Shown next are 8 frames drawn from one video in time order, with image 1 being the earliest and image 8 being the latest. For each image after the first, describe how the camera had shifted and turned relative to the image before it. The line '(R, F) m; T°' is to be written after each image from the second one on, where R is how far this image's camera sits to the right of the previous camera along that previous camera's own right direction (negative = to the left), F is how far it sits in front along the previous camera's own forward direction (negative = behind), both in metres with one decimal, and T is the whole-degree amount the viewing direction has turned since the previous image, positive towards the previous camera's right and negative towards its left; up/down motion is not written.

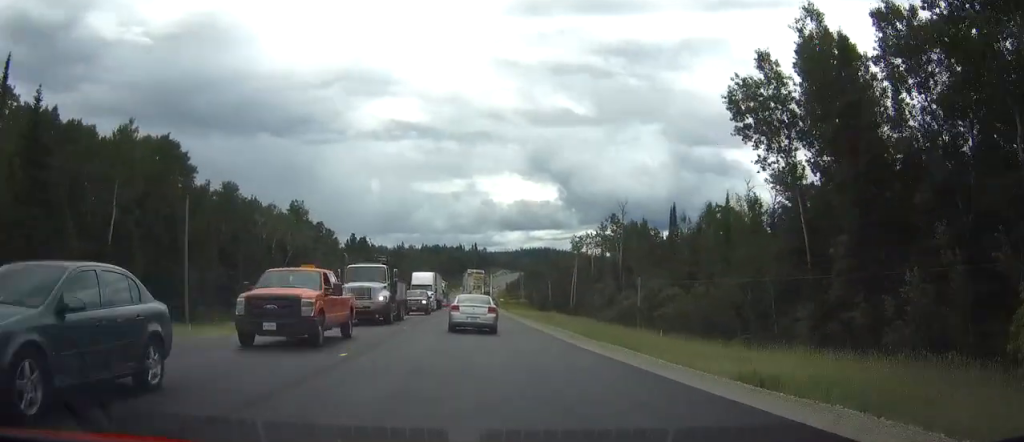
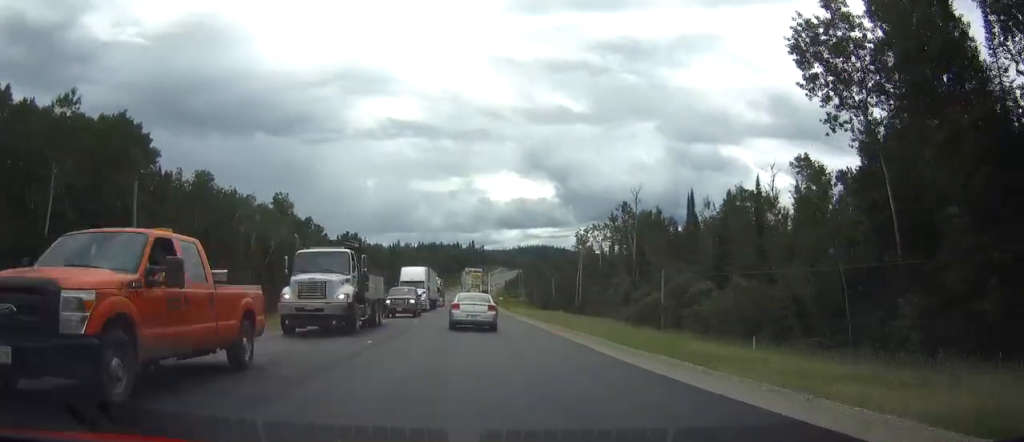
(0.0, +9.7) m; 0°
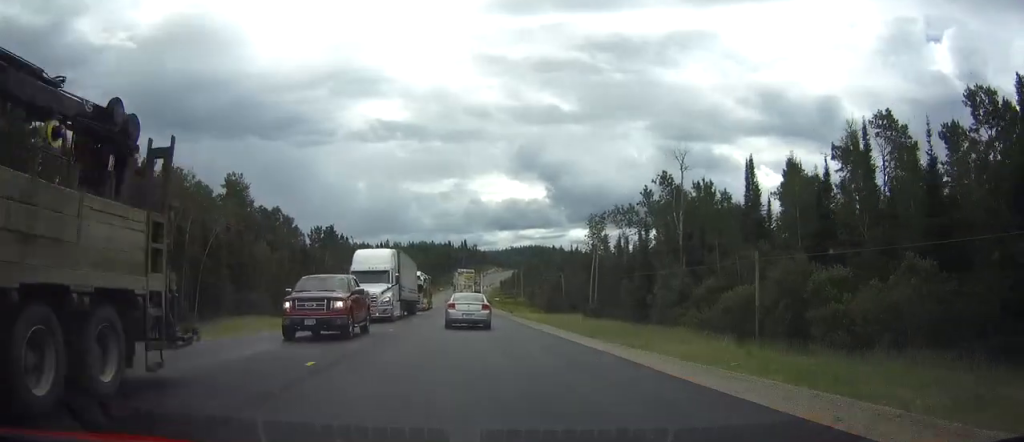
(0.0, +22.6) m; 0°
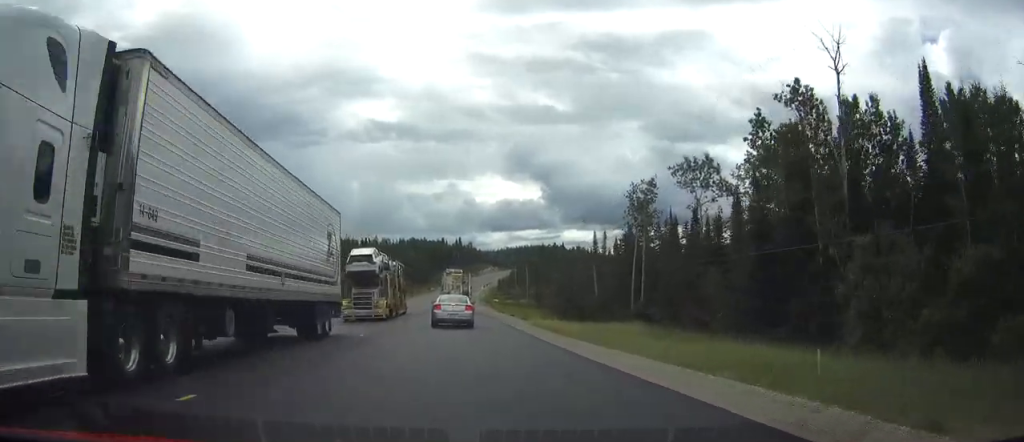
(+0.1, +32.8) m; 0°
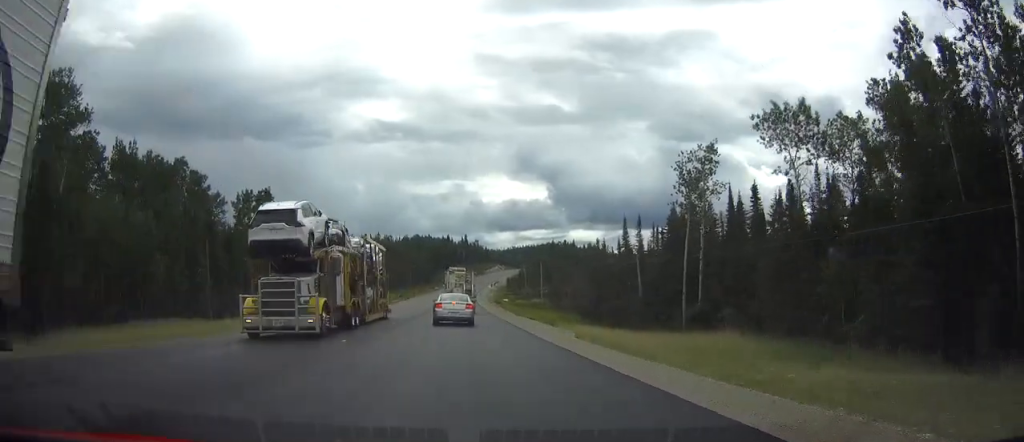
(0.0, +18.3) m; 0°
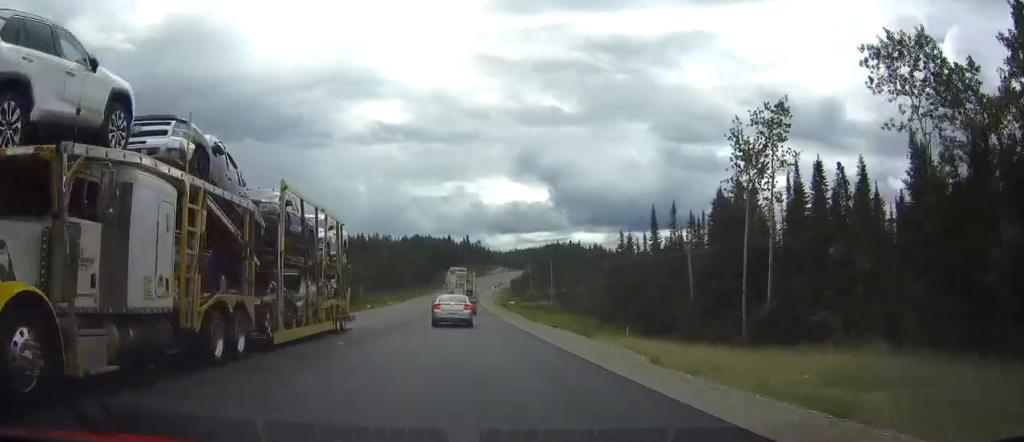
(0.0, +14.6) m; 0°
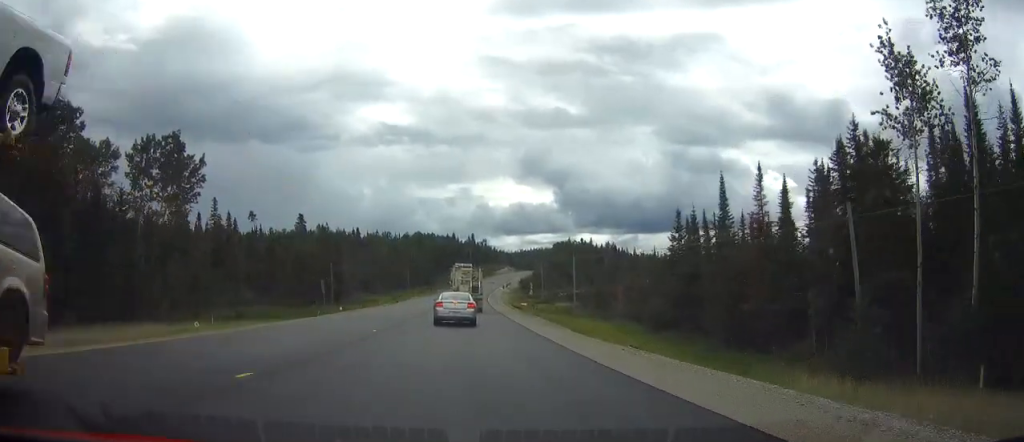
(-0.1, +22.1) m; 0°
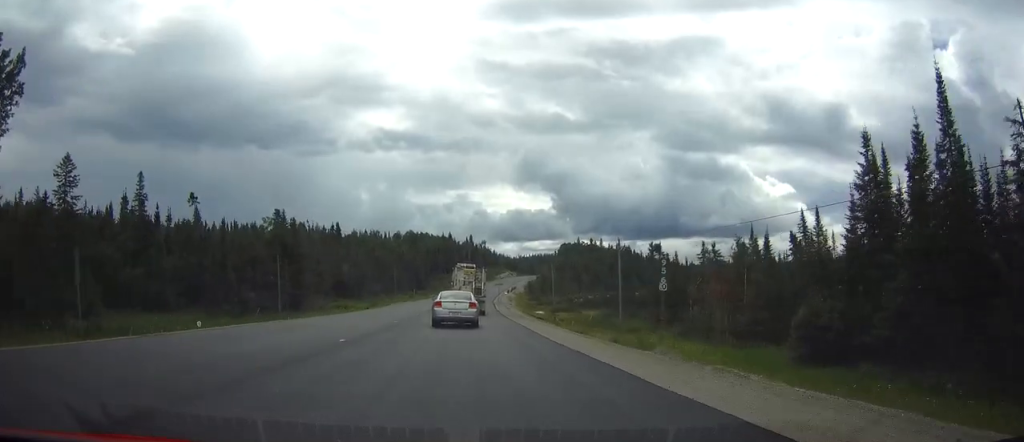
(+0.1, +34.6) m; 0°
